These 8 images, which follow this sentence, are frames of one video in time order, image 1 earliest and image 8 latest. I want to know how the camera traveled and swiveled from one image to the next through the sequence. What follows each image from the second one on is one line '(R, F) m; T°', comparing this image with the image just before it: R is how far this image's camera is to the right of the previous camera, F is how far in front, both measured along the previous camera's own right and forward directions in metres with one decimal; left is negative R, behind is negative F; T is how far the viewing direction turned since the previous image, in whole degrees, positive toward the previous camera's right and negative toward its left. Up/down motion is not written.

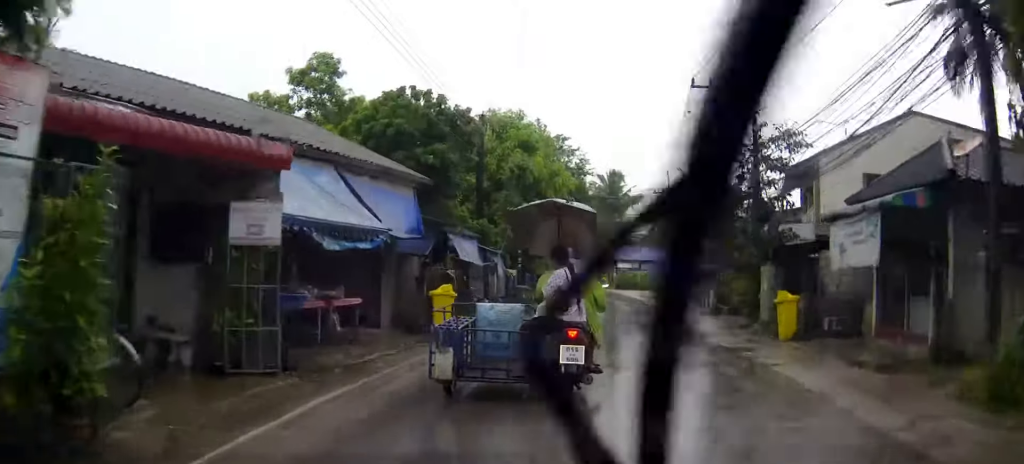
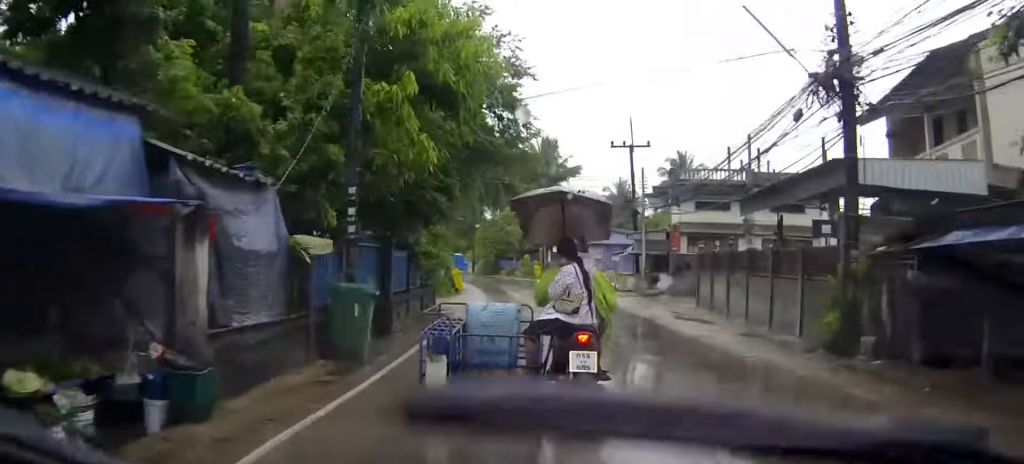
(+1.9, +19.0) m; +8°
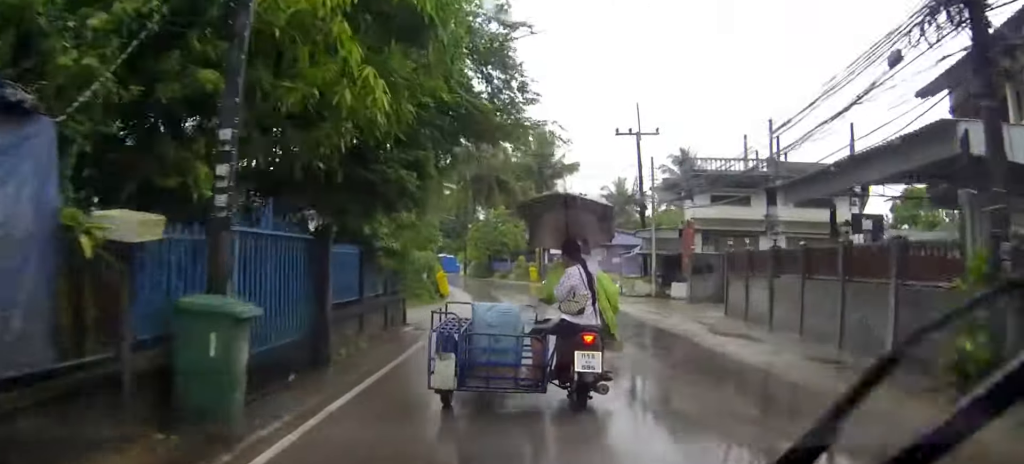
(0.0, +5.3) m; +1°
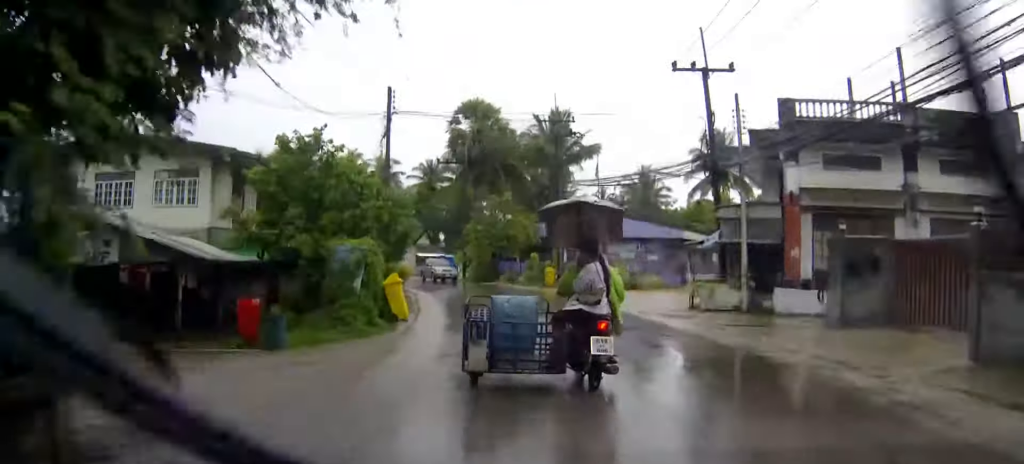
(-0.1, +15.3) m; -1°
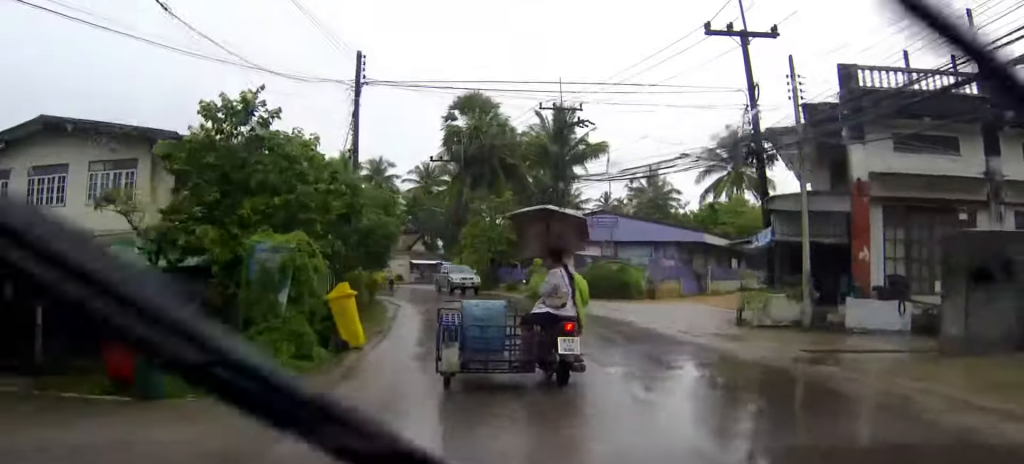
(0.0, +5.8) m; -2°
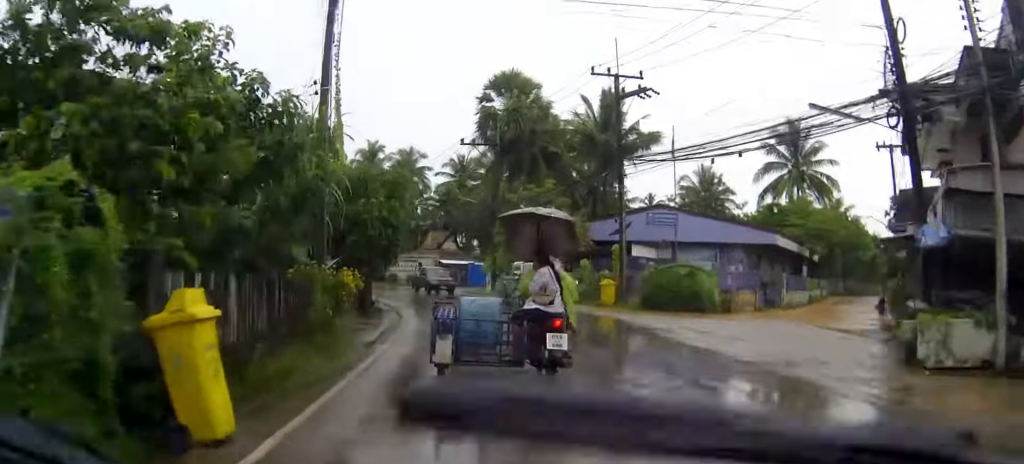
(-0.1, +8.2) m; -4°
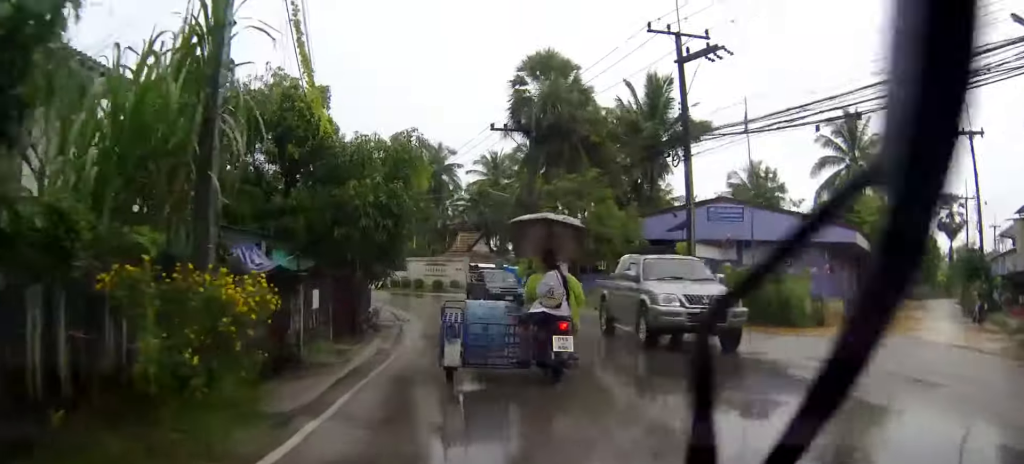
(-0.4, +7.3) m; -3°
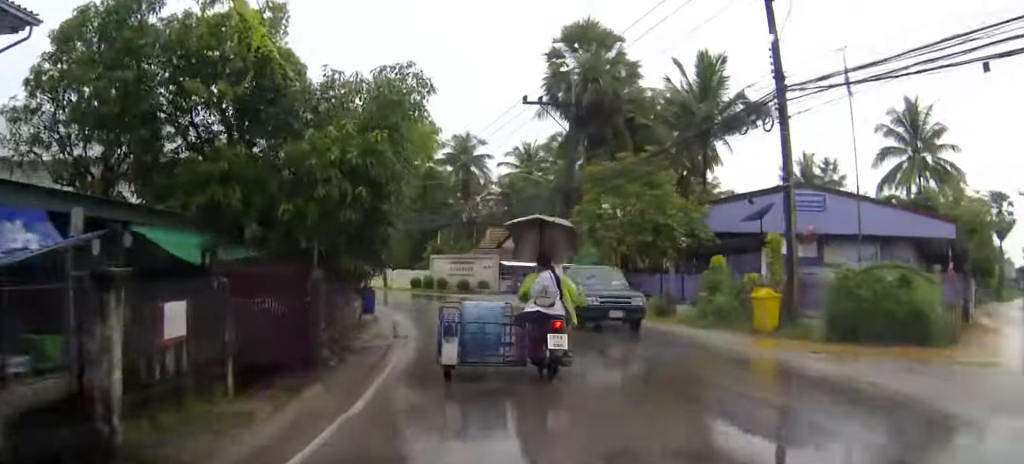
(-0.1, +7.7) m; -1°
